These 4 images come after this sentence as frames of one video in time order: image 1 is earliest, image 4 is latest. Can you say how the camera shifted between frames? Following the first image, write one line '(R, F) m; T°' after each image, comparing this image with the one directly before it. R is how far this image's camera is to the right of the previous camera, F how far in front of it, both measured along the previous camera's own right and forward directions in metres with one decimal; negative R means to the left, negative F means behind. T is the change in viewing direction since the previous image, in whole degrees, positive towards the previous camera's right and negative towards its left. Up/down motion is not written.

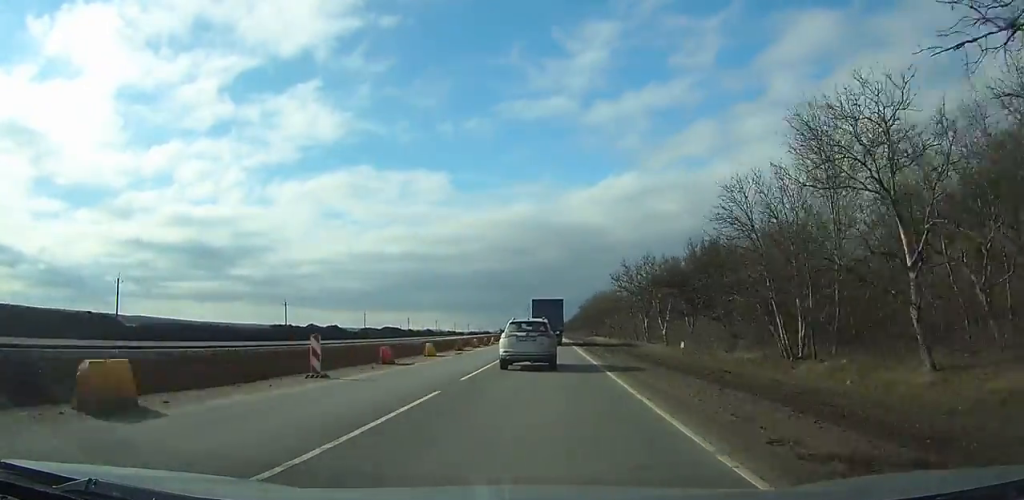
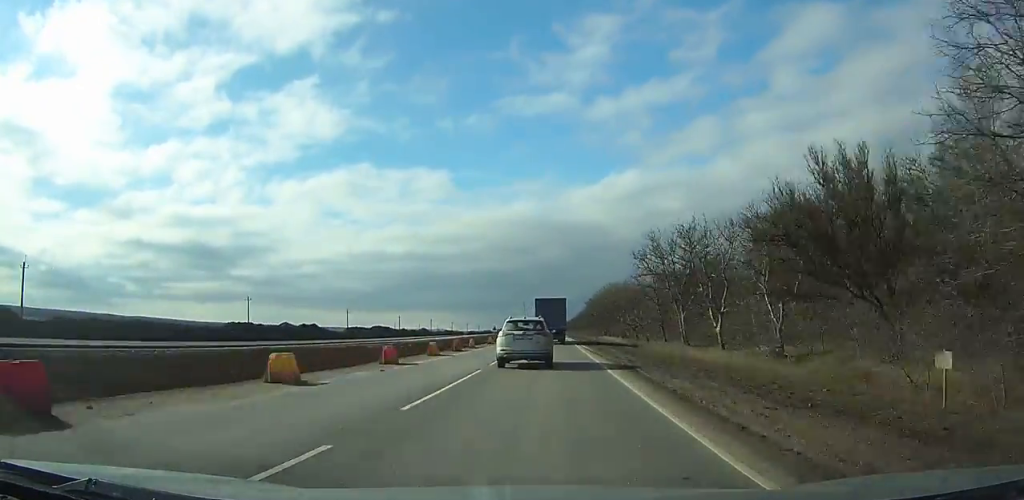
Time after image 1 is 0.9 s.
(-0.1, +18.3) m; 0°
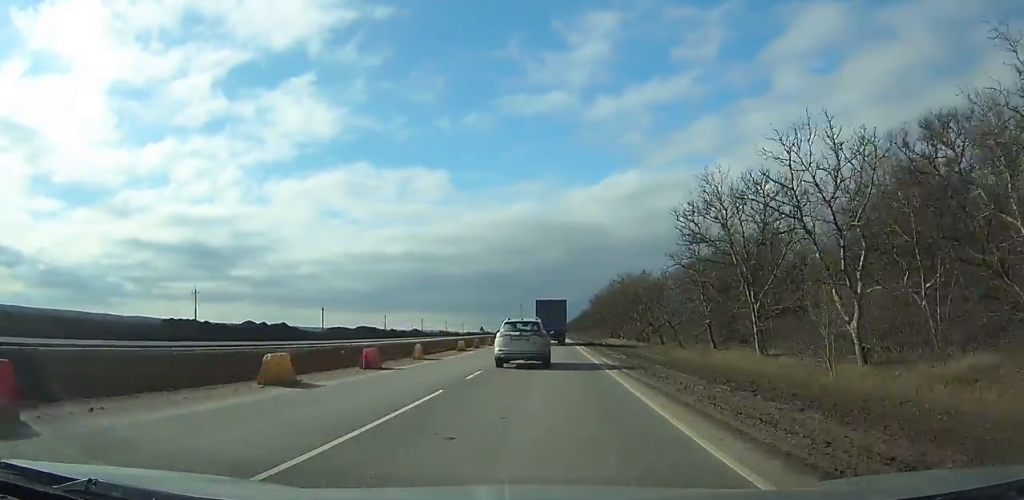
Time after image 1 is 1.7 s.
(-0.1, +18.2) m; 0°
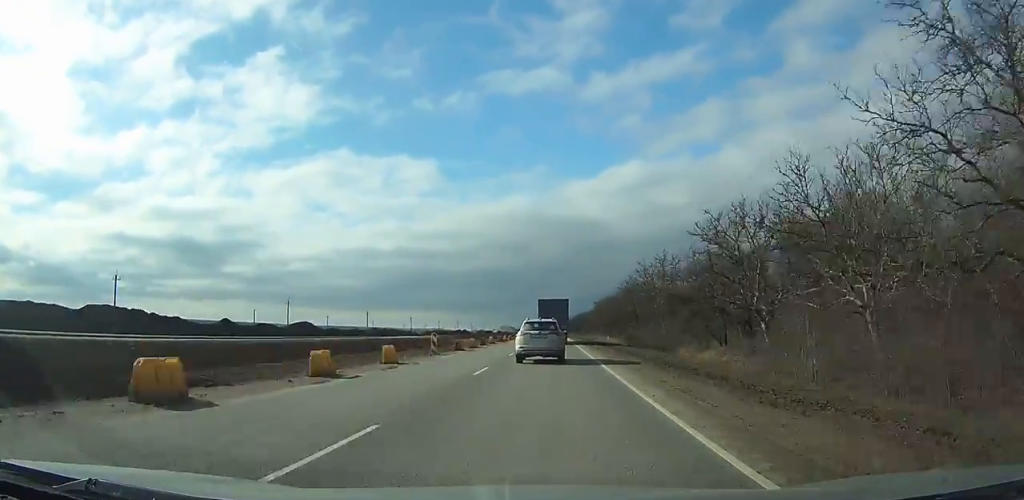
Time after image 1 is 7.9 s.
(+0.6, +132.4) m; 0°
